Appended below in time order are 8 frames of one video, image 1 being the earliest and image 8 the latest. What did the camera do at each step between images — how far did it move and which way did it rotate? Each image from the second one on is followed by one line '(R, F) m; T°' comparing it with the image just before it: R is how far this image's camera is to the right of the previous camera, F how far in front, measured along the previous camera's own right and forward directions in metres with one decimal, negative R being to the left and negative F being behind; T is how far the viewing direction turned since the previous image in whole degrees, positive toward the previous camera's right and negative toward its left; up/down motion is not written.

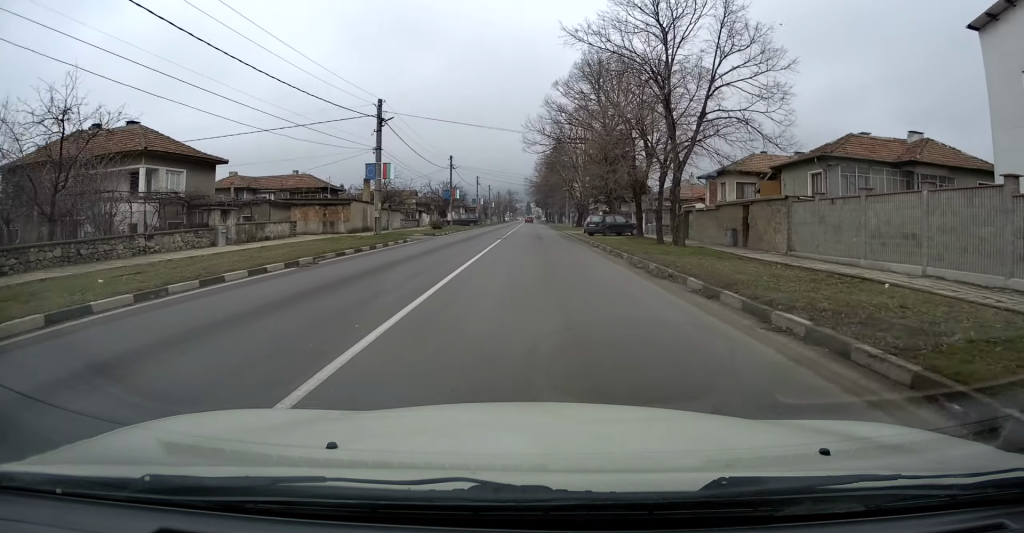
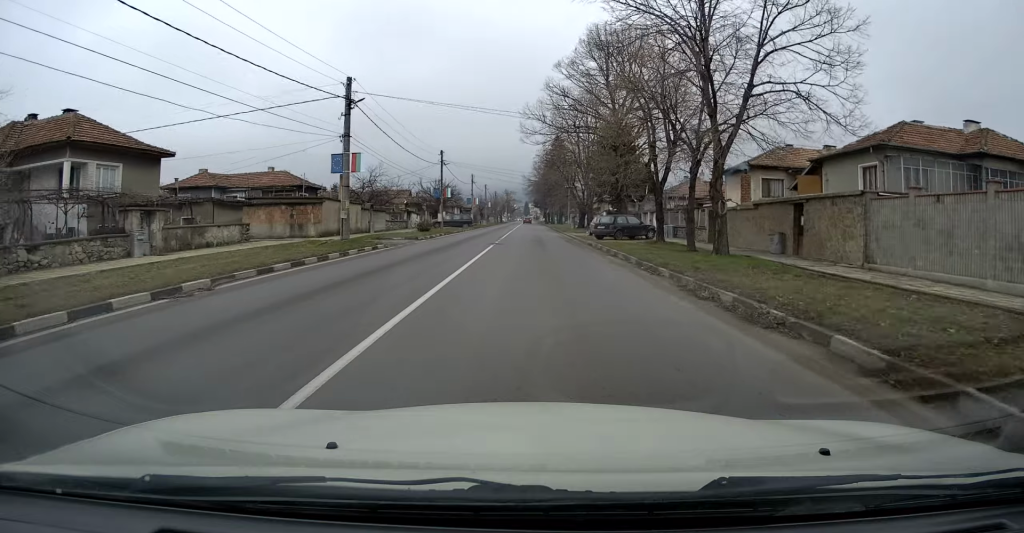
(0.0, +5.6) m; 0°
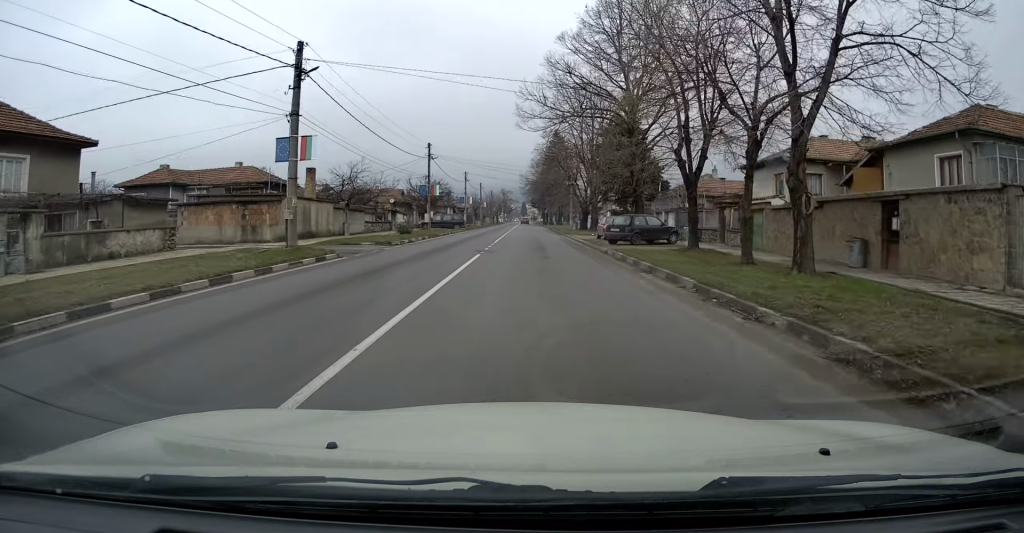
(+0.1, +6.0) m; +1°
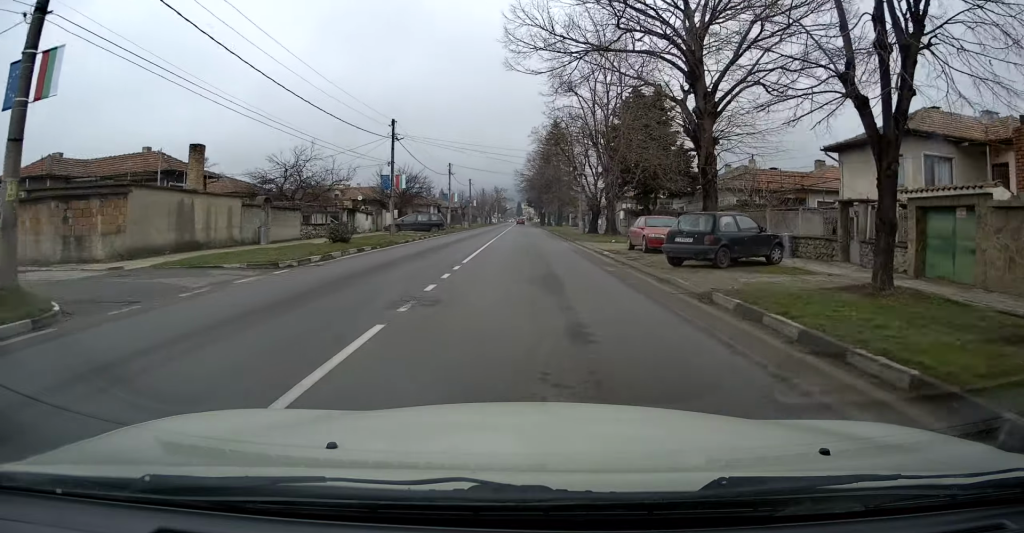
(+0.1, +12.7) m; +1°
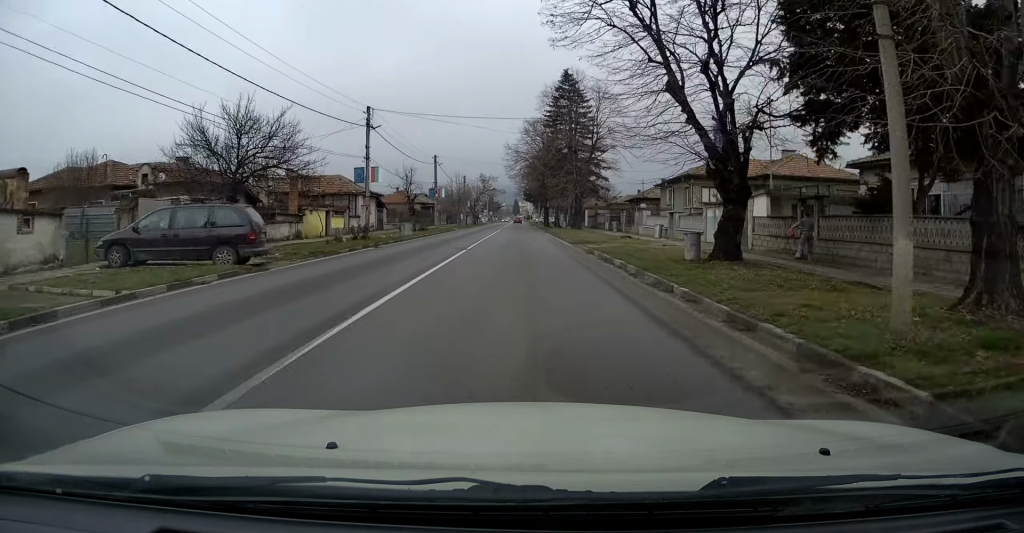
(0.0, +34.8) m; -1°
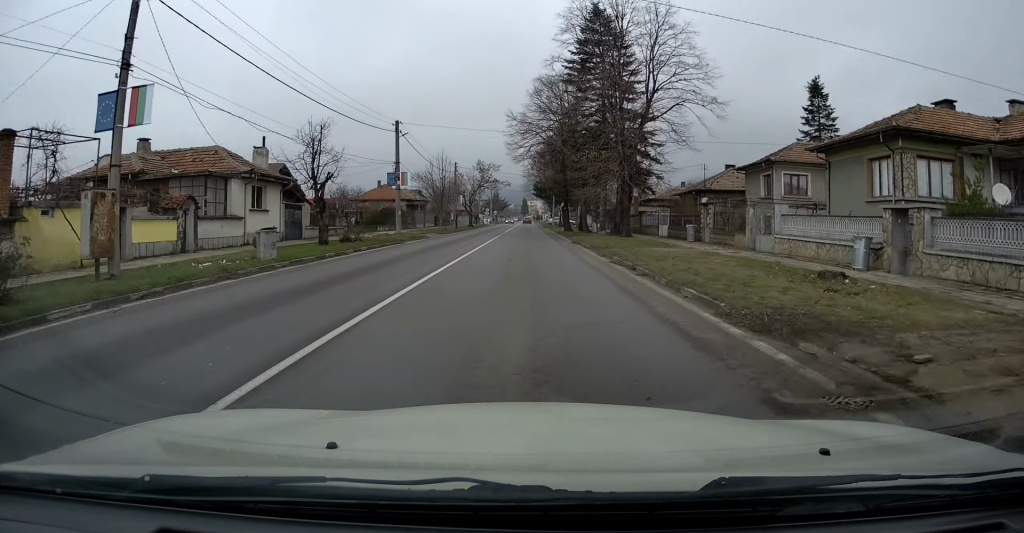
(0.0, +22.4) m; 0°
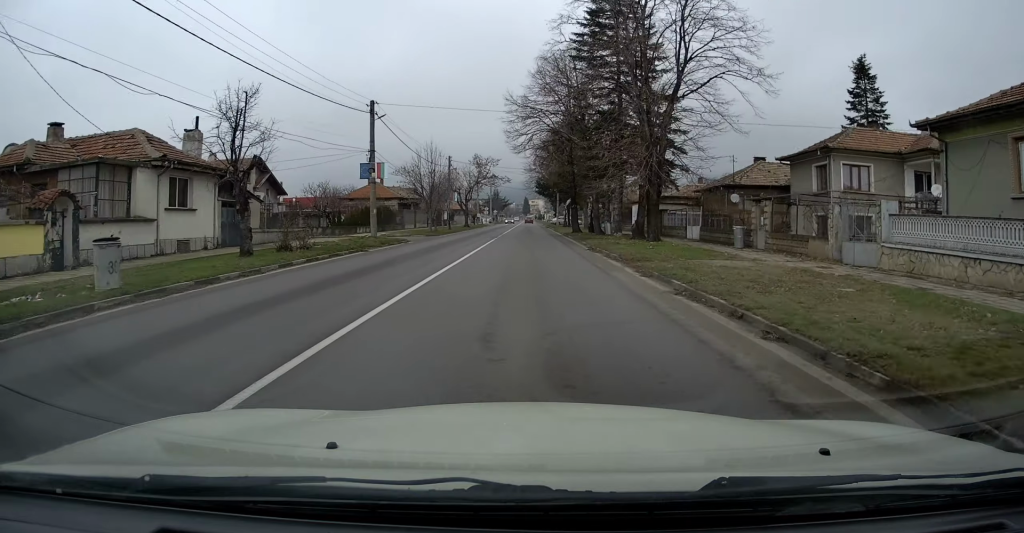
(-0.1, +7.0) m; 0°
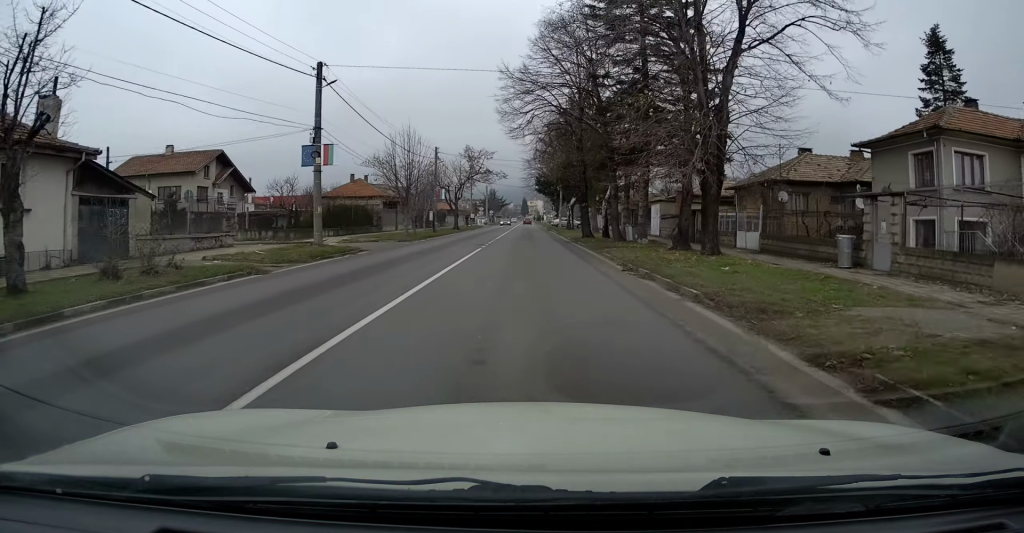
(0.0, +8.8) m; 0°
